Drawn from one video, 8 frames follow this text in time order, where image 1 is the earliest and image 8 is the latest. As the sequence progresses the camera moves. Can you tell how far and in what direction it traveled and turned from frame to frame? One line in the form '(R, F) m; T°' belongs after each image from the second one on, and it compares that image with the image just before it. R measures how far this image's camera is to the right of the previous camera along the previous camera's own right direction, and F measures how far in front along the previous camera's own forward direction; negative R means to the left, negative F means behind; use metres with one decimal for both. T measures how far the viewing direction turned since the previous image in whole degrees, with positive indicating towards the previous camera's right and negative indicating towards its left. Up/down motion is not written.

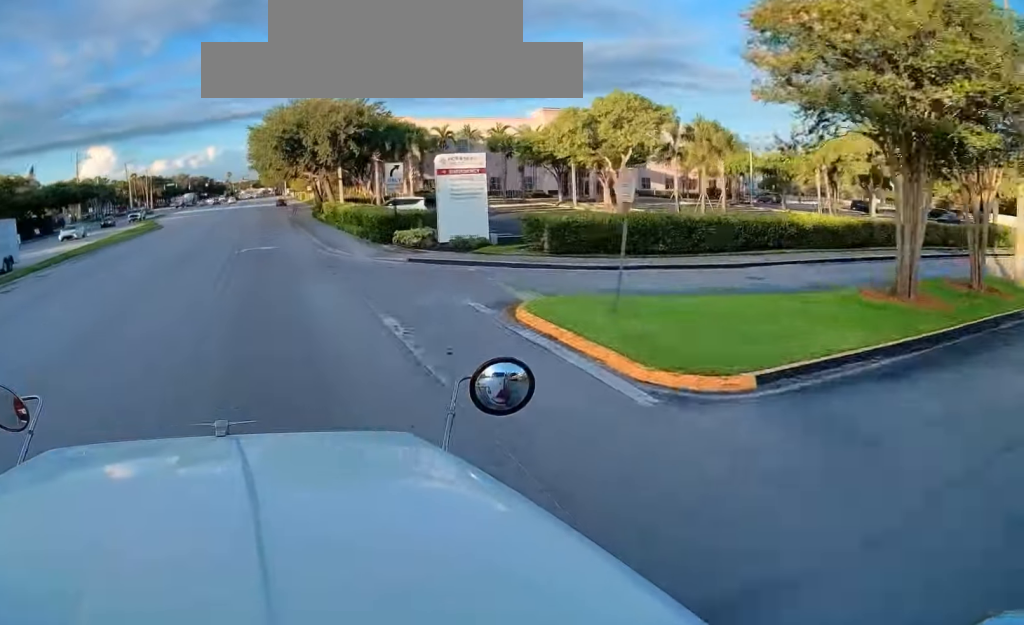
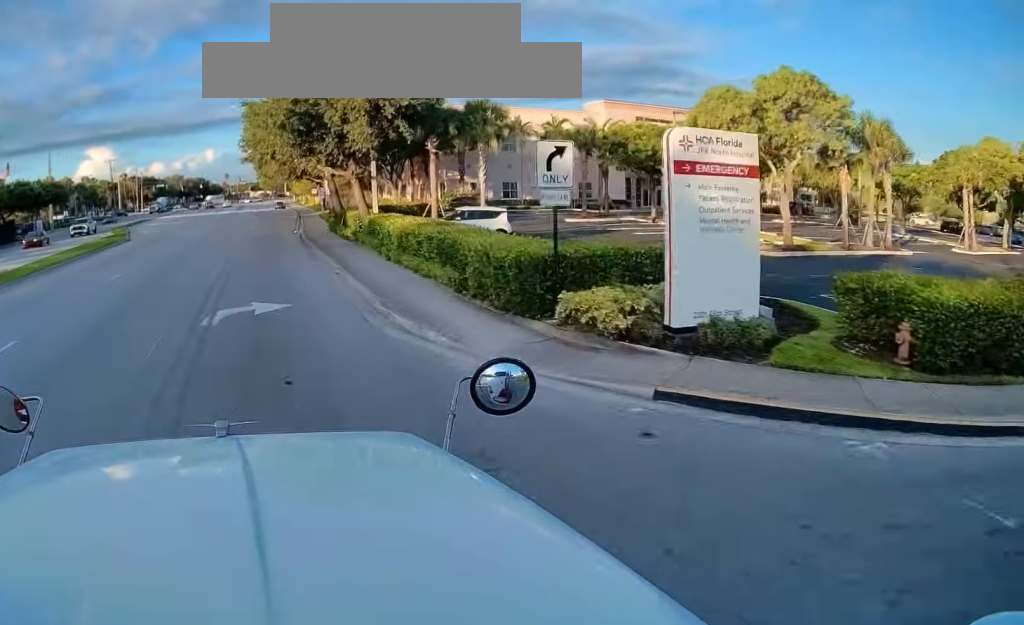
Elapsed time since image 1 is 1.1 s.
(0.0, +13.5) m; 0°
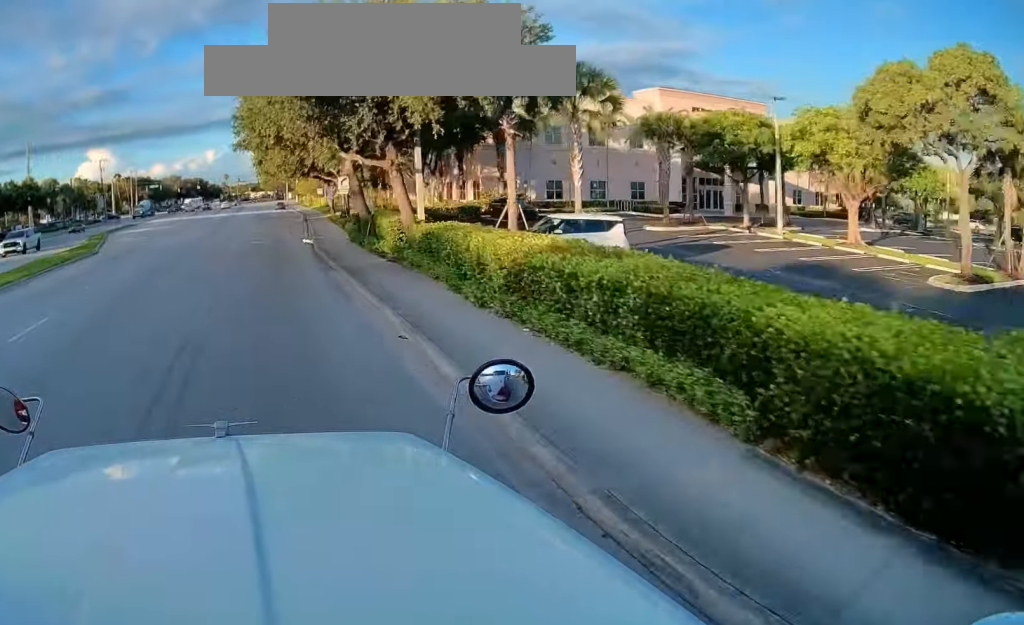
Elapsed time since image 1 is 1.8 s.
(0.0, +9.0) m; -1°
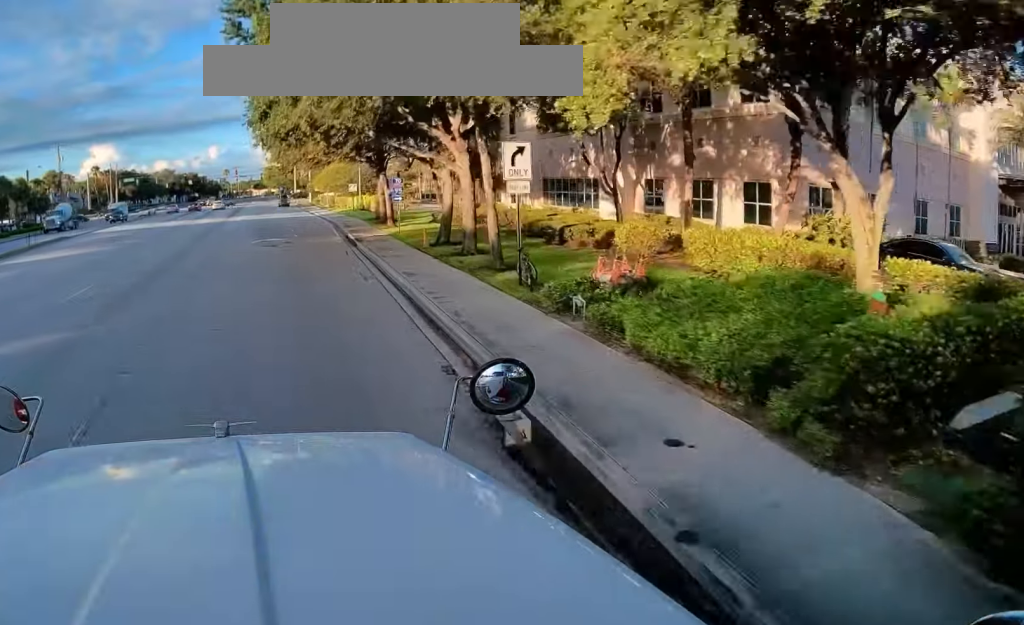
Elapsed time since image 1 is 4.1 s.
(-0.2, +30.1) m; +1°
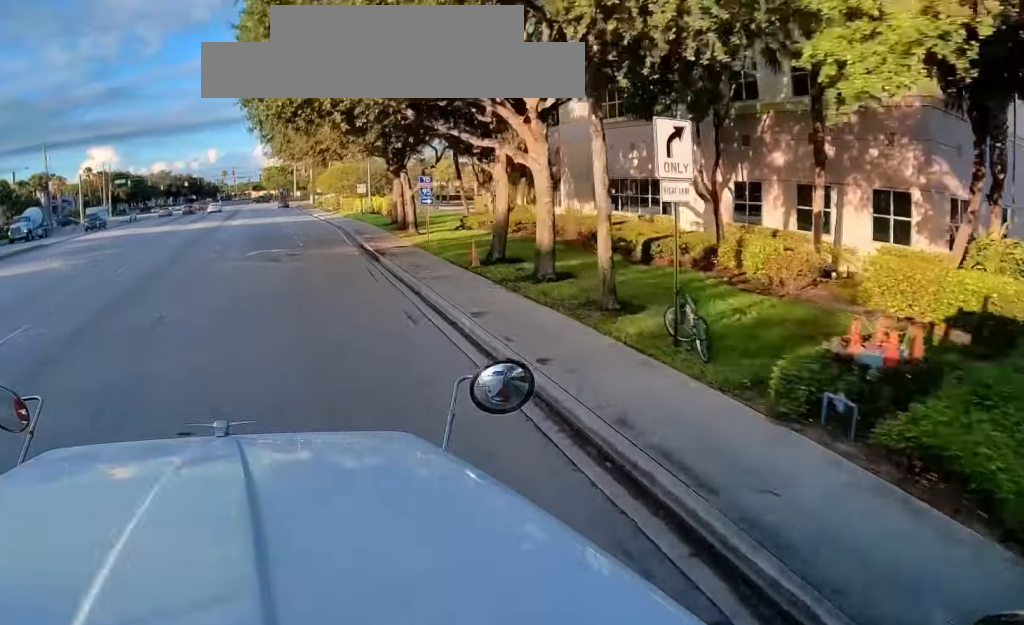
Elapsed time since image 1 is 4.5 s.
(0.0, +6.3) m; 0°
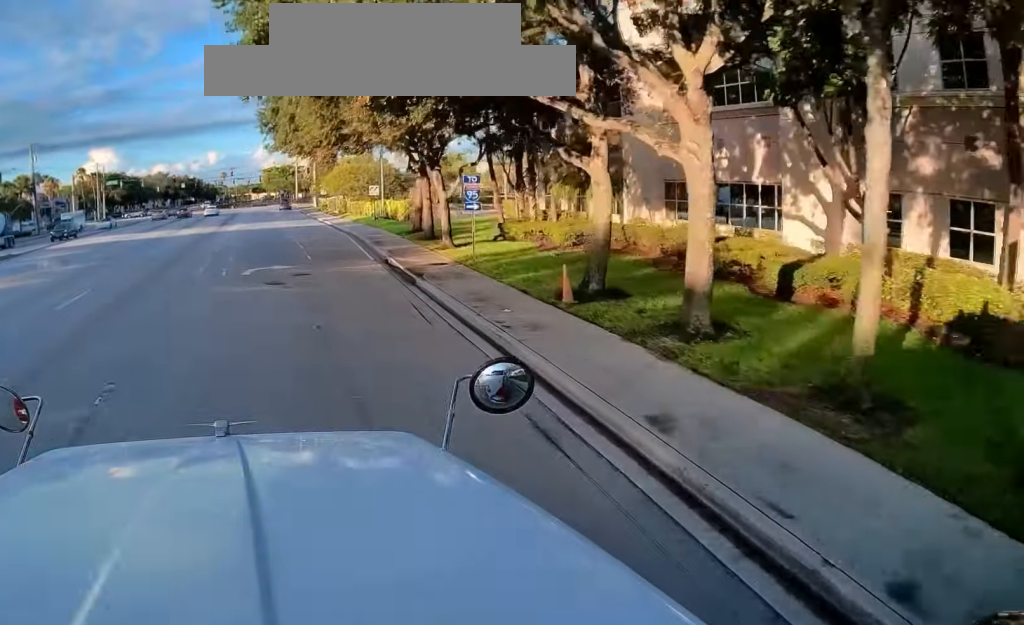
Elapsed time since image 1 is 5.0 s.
(0.0, +6.3) m; 0°
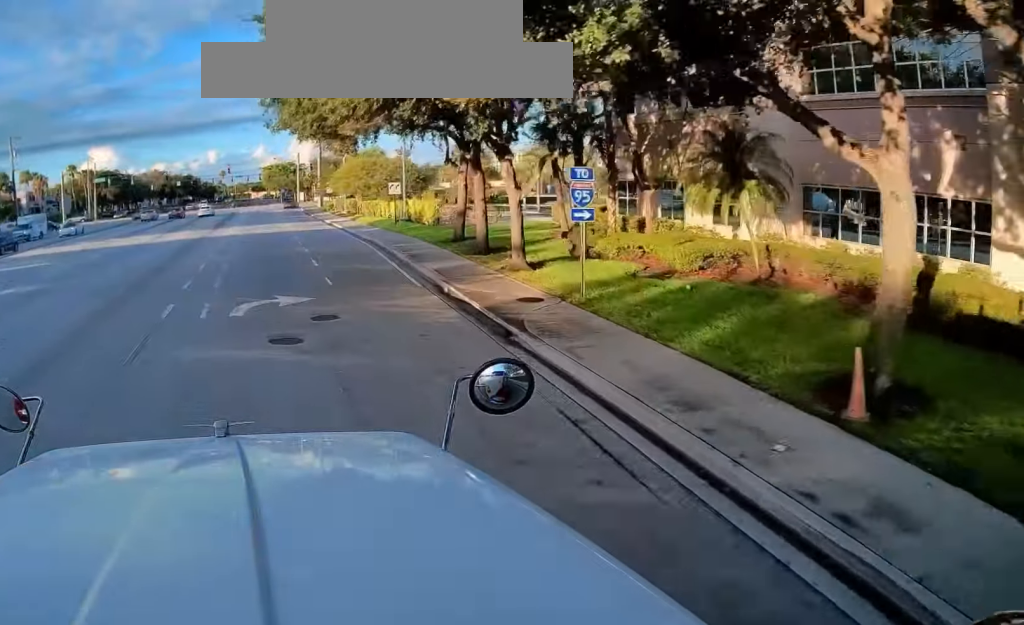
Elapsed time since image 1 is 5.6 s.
(0.0, +8.1) m; 0°
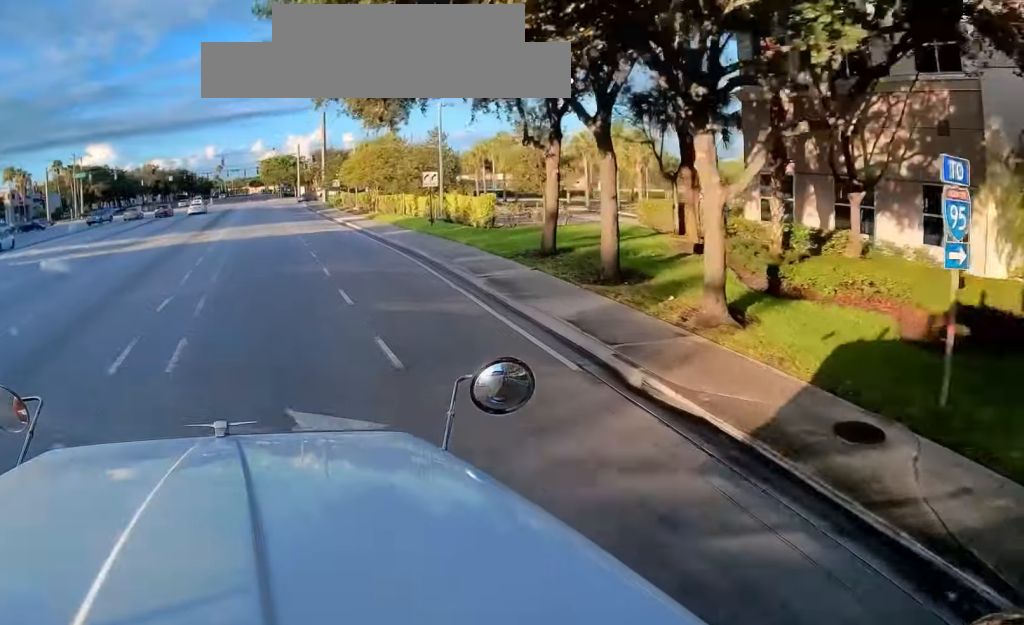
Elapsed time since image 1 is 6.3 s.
(0.0, +9.8) m; 0°
